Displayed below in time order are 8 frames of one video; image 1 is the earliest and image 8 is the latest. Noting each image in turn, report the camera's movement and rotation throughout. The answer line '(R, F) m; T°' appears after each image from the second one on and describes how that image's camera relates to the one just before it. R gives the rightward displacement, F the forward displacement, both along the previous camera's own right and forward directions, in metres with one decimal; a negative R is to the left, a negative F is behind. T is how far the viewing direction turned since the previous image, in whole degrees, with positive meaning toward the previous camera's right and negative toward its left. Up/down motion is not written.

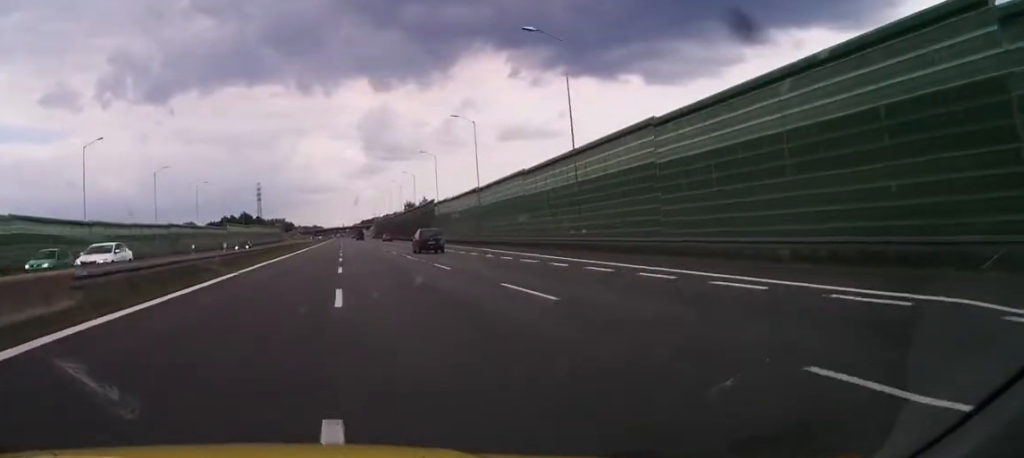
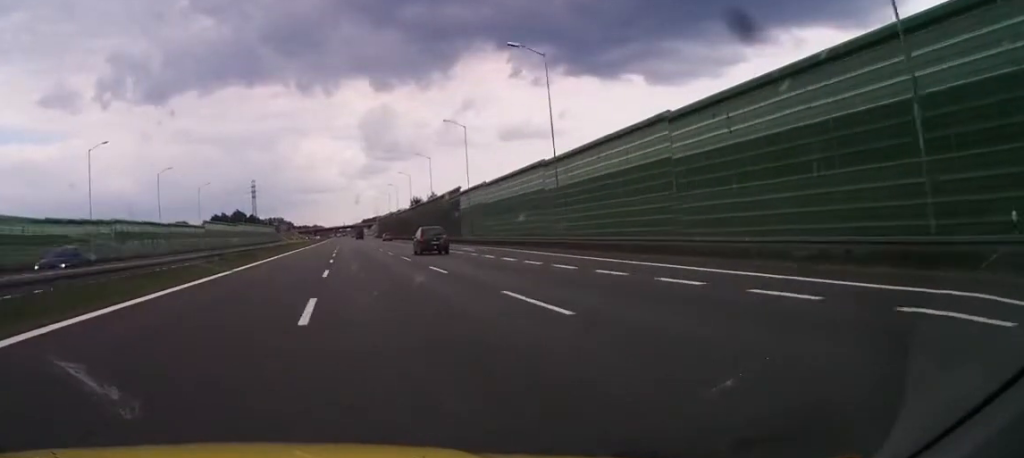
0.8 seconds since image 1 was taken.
(-0.3, +26.5) m; 0°
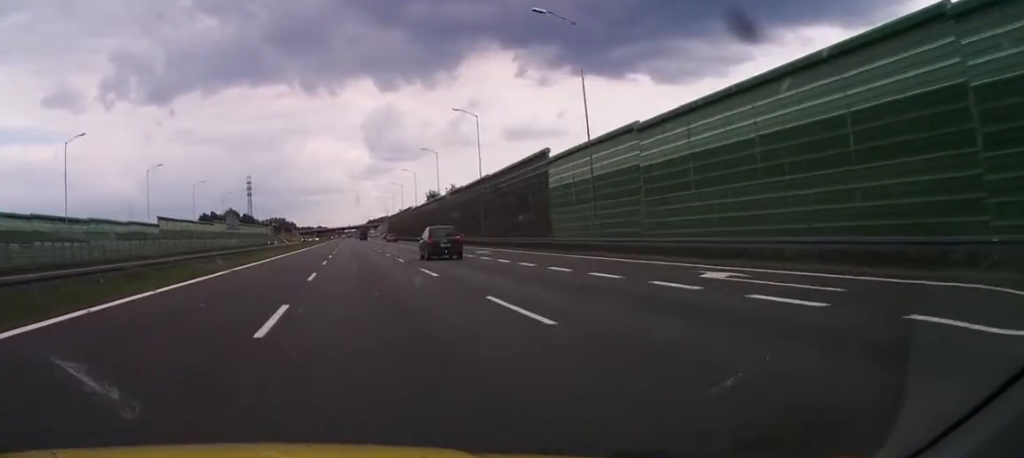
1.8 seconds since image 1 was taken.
(+0.6, +36.9) m; +1°
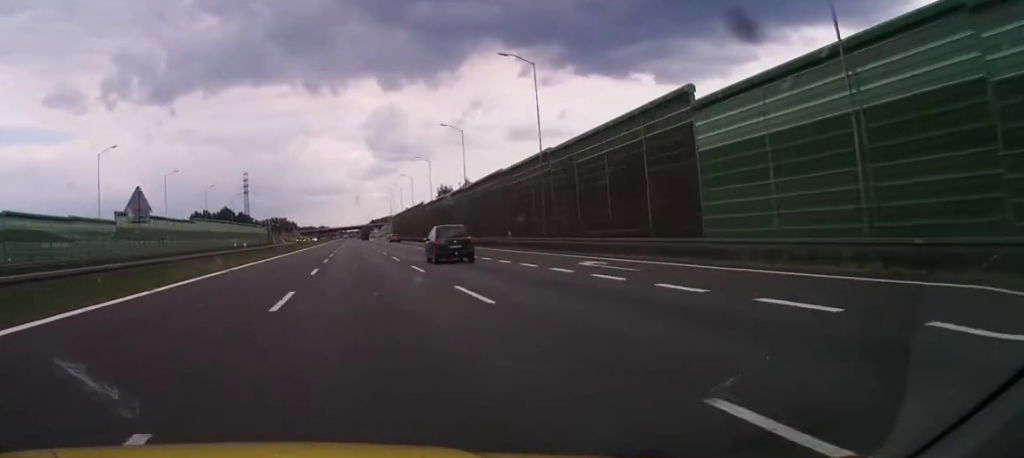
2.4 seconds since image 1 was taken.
(+0.1, +20.7) m; -1°
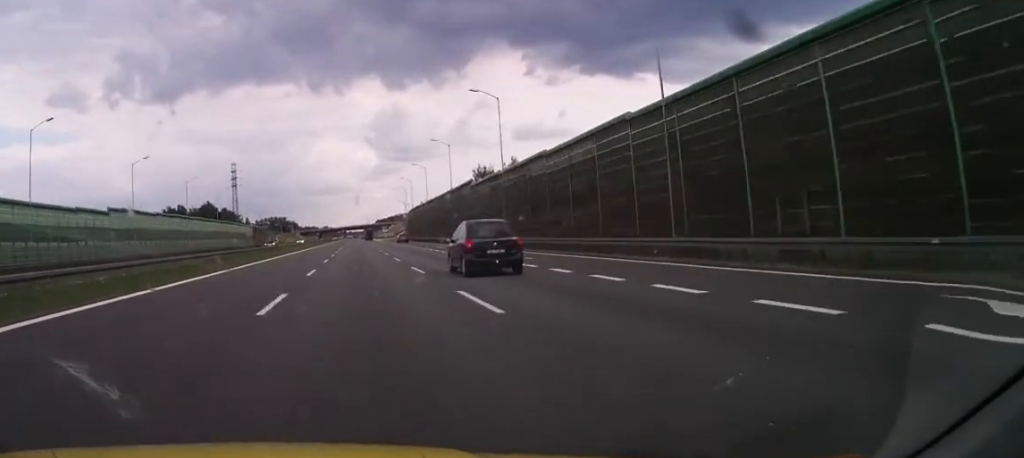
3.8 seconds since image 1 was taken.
(-0.6, +48.5) m; -1°
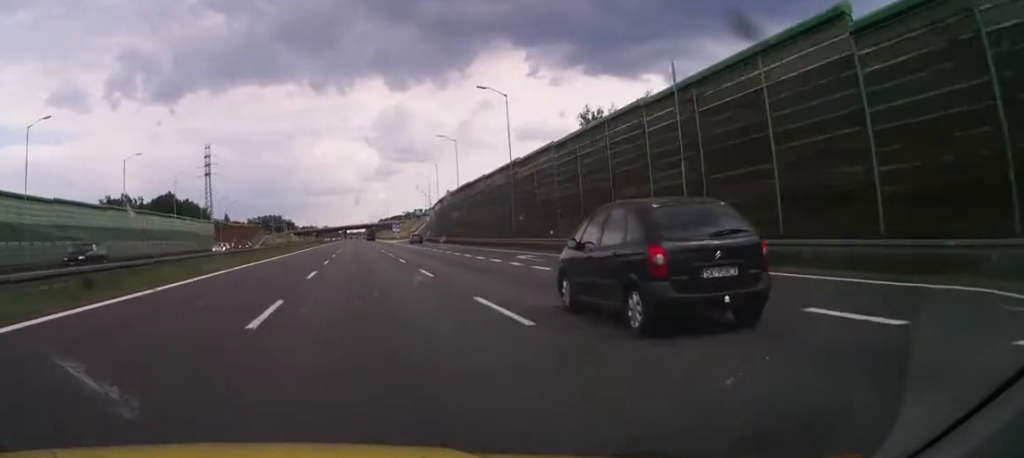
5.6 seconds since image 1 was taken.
(+0.4, +61.2) m; +1°
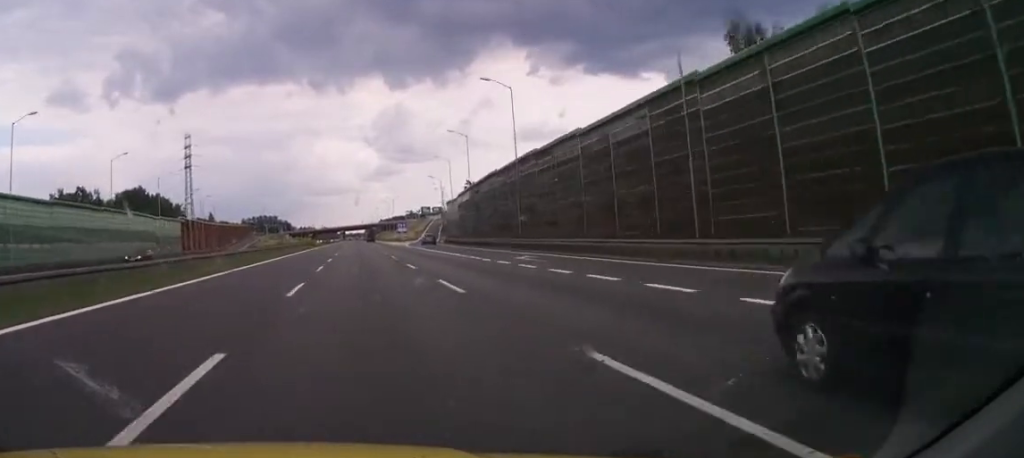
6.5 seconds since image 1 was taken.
(+0.3, +29.9) m; 0°
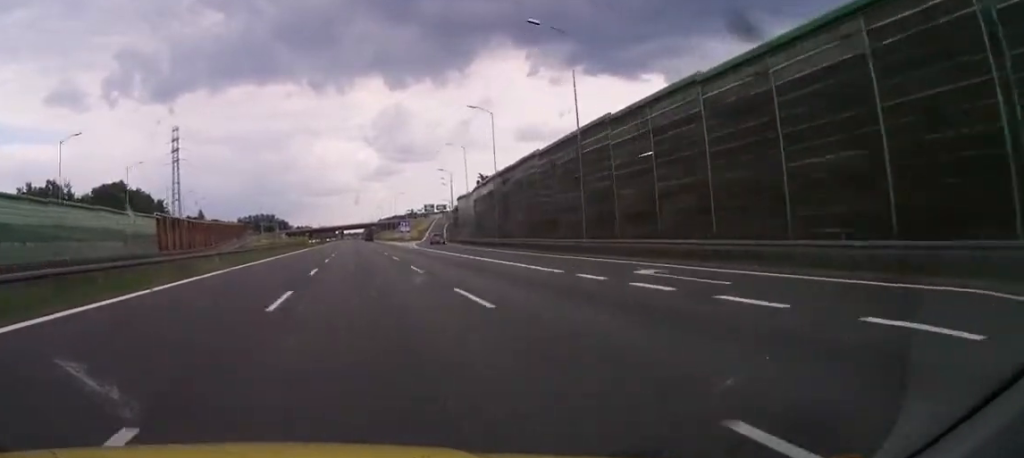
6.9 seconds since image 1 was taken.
(-0.1, +15.0) m; 0°
